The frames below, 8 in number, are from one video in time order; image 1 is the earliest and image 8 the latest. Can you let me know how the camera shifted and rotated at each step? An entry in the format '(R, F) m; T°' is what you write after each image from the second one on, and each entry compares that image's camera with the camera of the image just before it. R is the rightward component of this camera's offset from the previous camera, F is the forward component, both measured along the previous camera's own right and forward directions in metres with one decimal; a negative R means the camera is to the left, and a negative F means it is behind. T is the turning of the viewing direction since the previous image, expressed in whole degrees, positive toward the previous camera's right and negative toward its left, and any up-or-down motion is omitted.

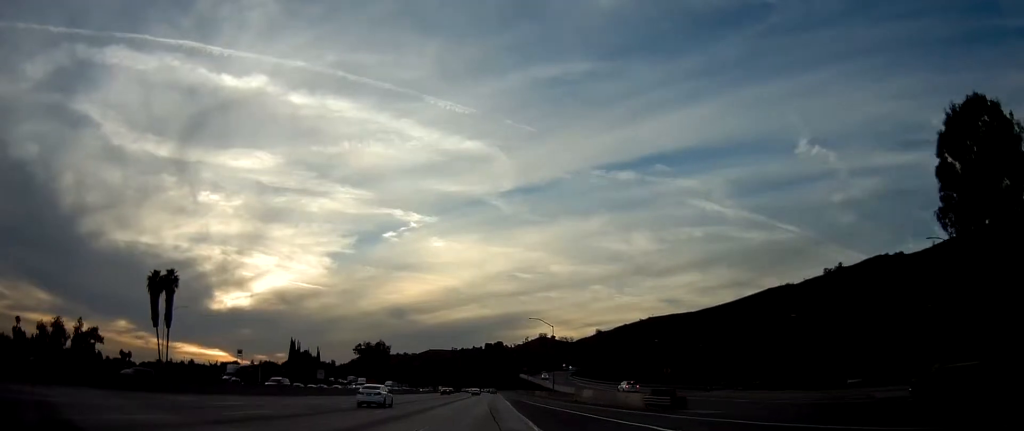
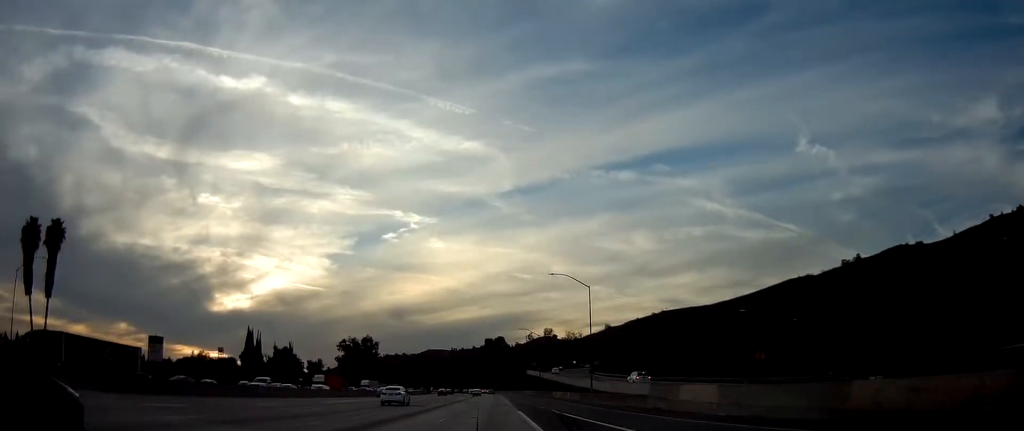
(0.0, +36.0) m; 0°
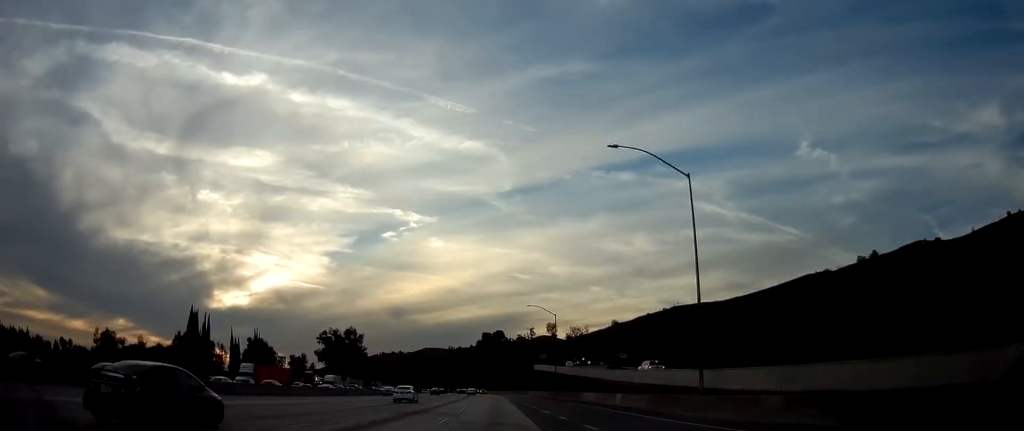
(0.0, +31.2) m; 0°
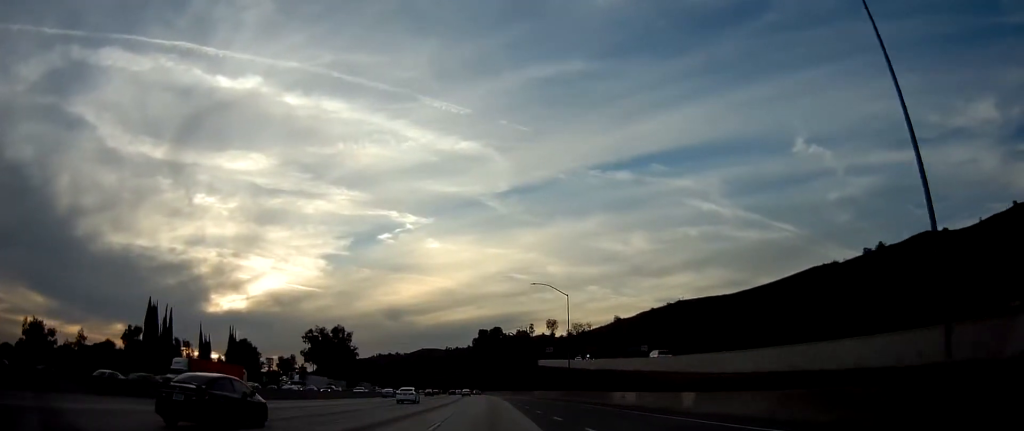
(+0.1, +16.9) m; 0°
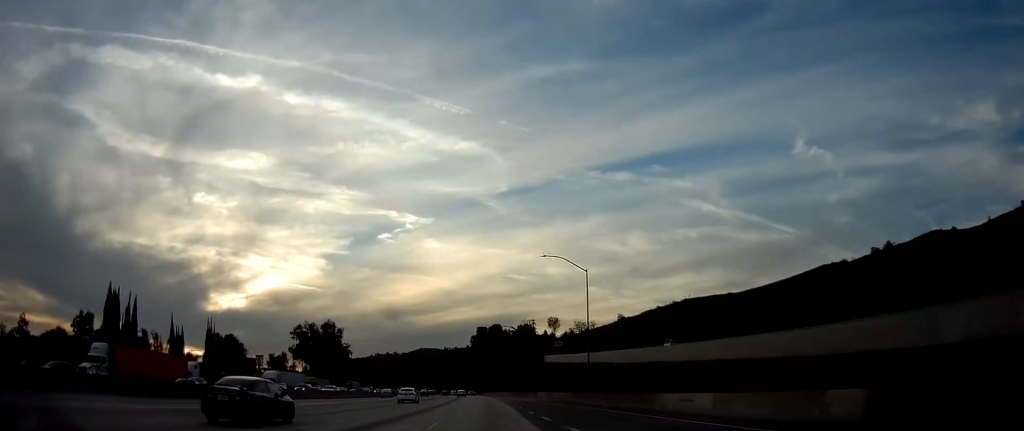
(+0.1, +14.0) m; 0°
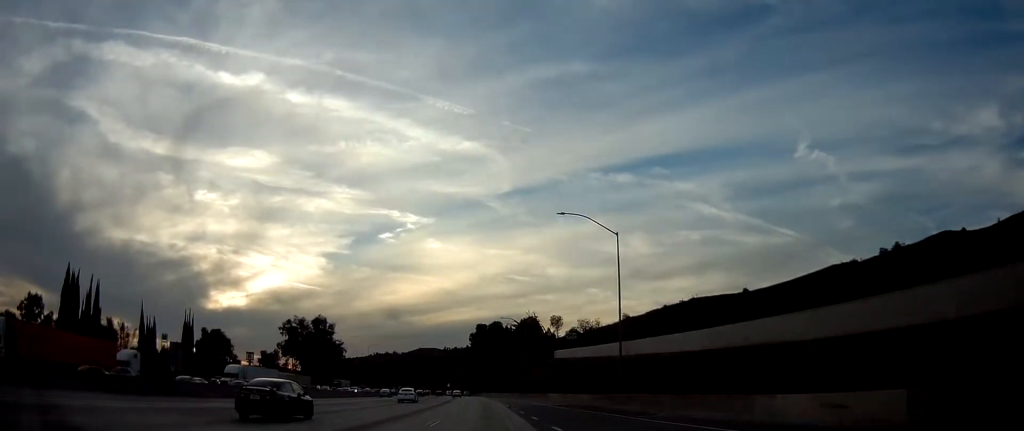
(-0.1, +12.9) m; 0°
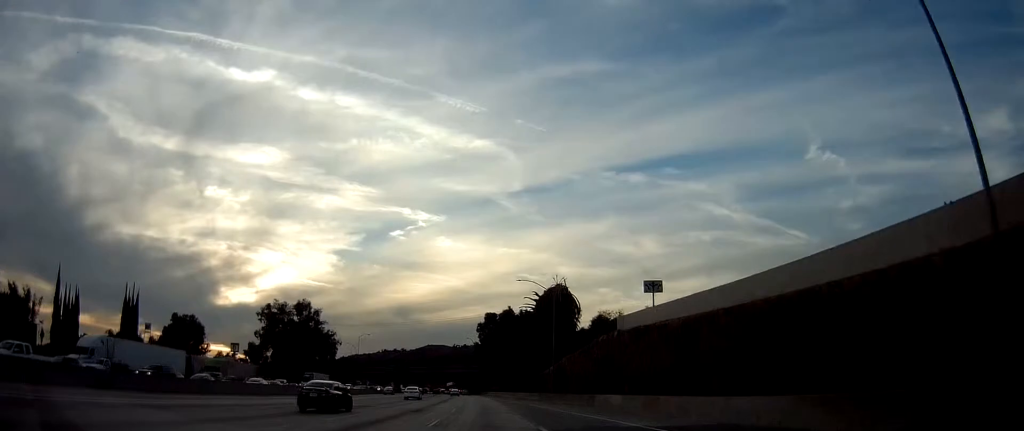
(-0.1, +31.3) m; -1°
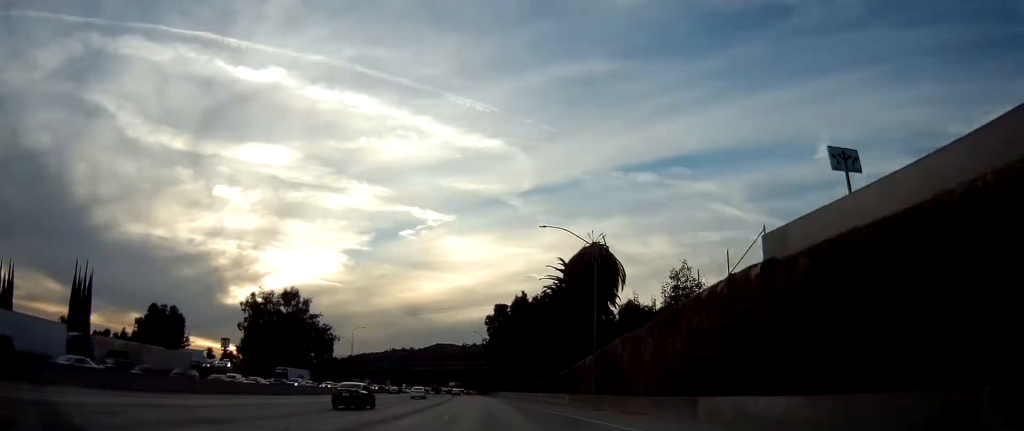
(-0.1, +20.9) m; 0°
